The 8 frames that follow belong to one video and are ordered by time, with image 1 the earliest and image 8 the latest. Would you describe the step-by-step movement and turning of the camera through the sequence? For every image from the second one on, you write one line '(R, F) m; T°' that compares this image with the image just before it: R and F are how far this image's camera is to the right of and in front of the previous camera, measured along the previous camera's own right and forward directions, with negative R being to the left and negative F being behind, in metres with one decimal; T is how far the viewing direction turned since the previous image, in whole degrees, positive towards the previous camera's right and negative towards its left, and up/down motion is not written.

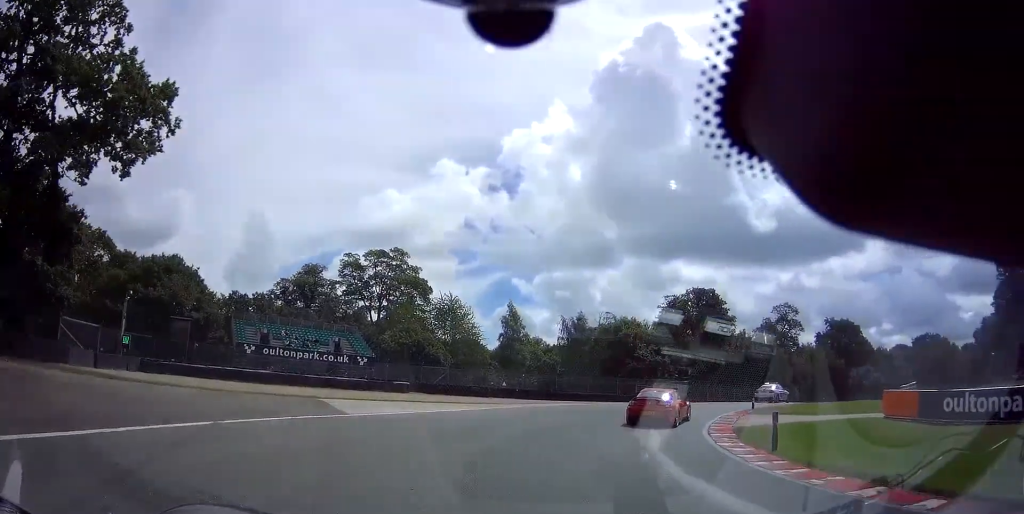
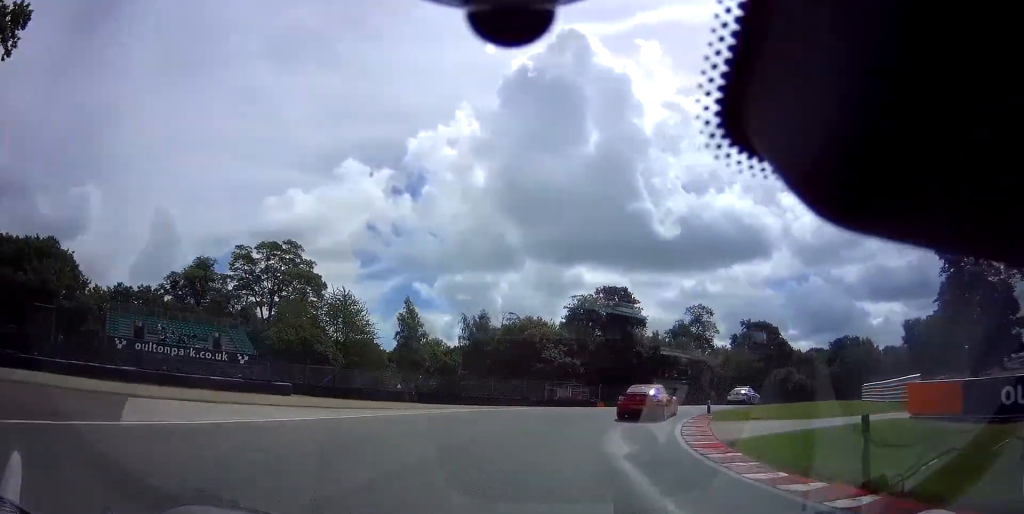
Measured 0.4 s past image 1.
(+1.1, +6.4) m; +9°
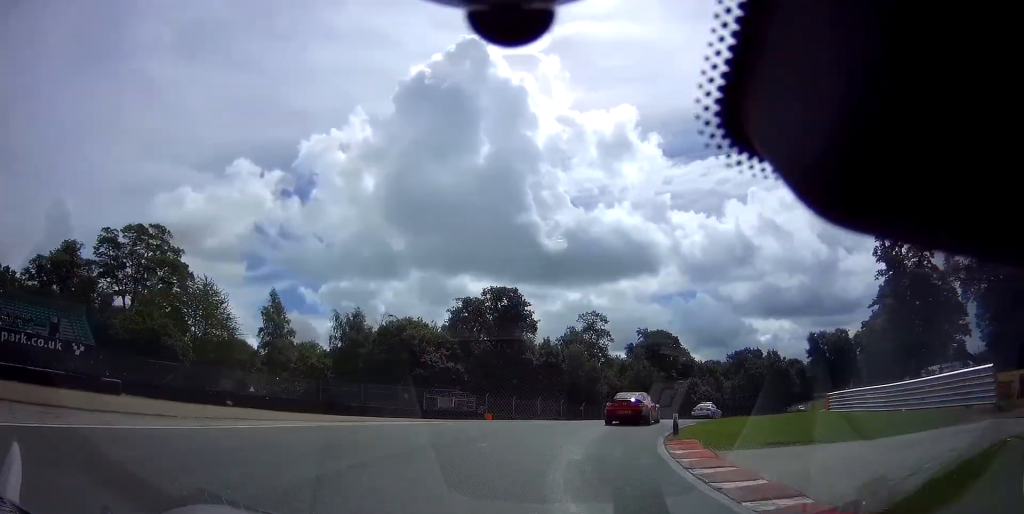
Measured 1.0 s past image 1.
(+0.3, +8.5) m; +11°
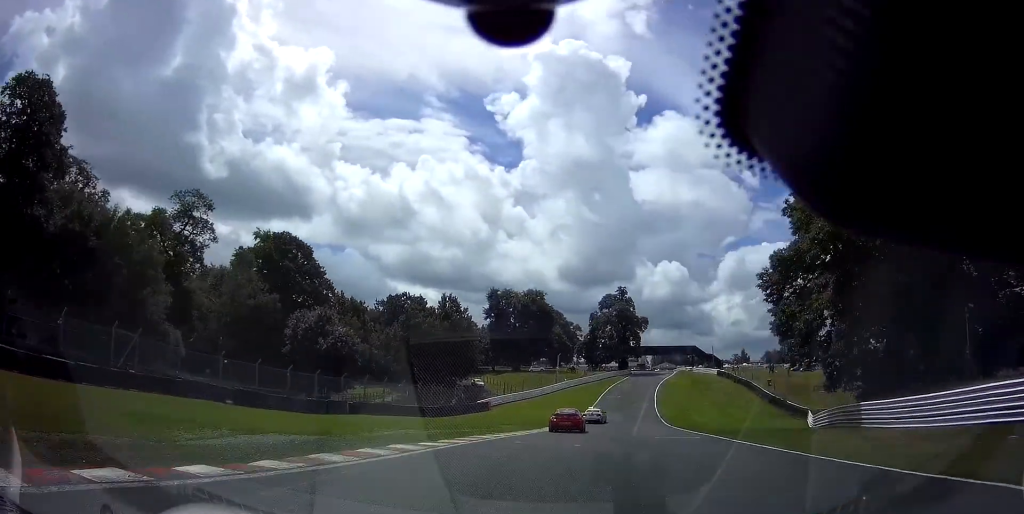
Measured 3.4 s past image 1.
(+15.6, +40.7) m; +36°
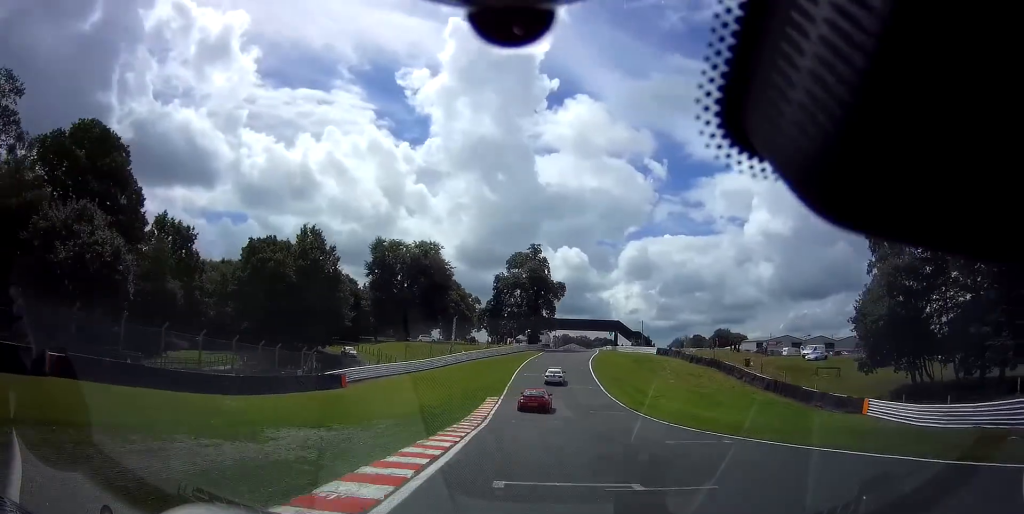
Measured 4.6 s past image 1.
(+2.7, +24.5) m; +11°
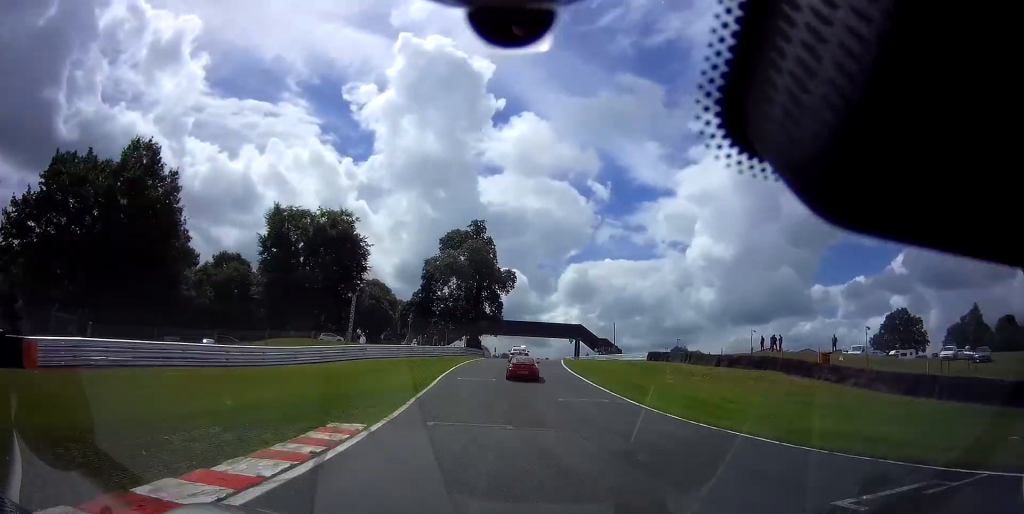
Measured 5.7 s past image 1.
(+1.9, +26.3) m; +6°
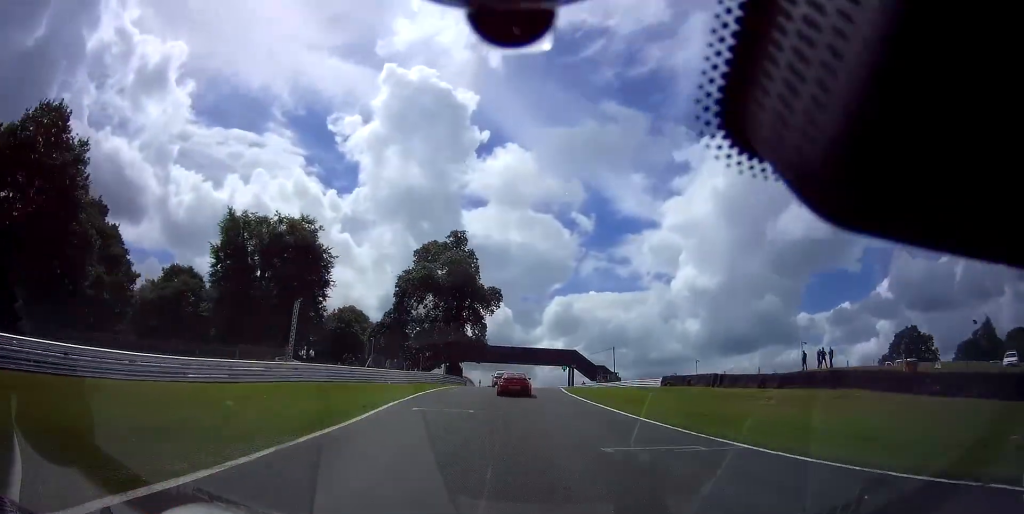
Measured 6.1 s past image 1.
(+0.2, +10.8) m; +1°
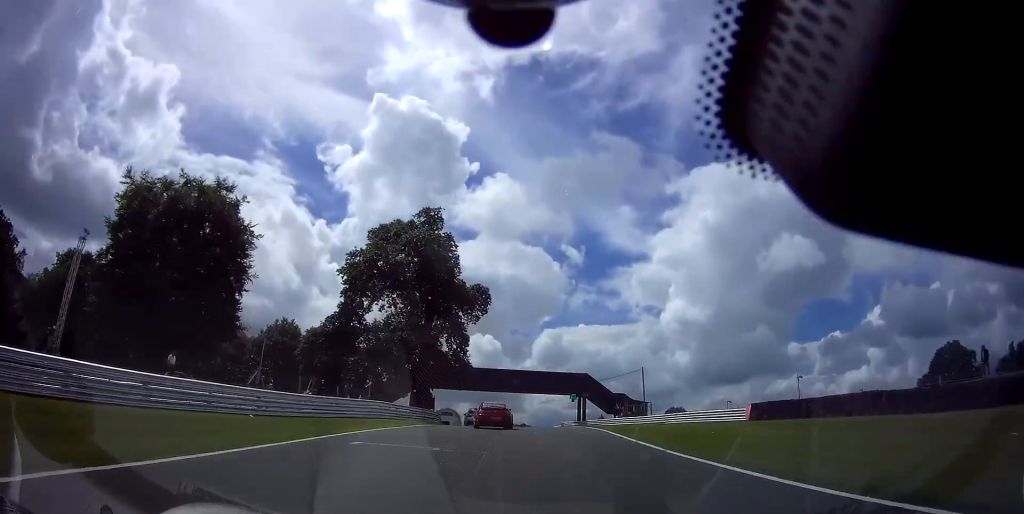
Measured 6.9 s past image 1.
(+0.3, +21.4) m; 0°
